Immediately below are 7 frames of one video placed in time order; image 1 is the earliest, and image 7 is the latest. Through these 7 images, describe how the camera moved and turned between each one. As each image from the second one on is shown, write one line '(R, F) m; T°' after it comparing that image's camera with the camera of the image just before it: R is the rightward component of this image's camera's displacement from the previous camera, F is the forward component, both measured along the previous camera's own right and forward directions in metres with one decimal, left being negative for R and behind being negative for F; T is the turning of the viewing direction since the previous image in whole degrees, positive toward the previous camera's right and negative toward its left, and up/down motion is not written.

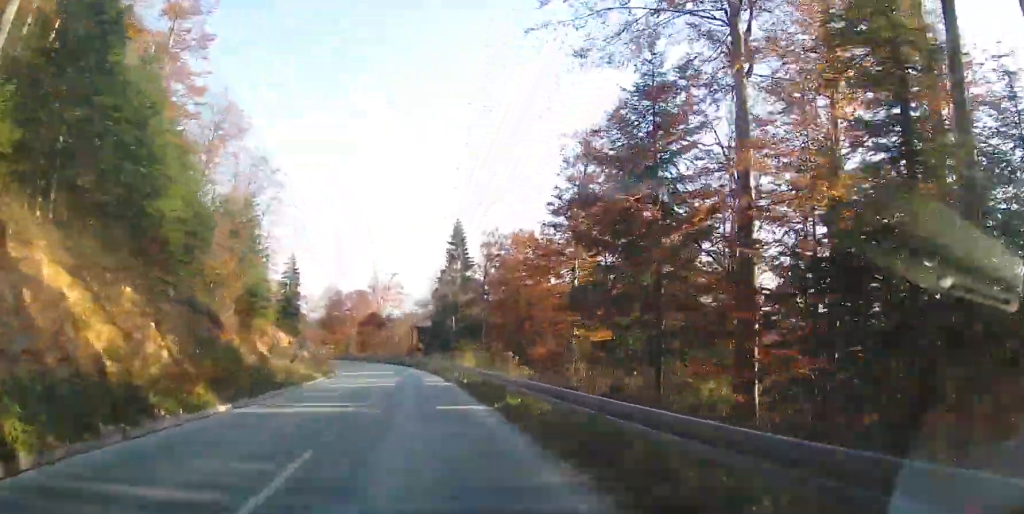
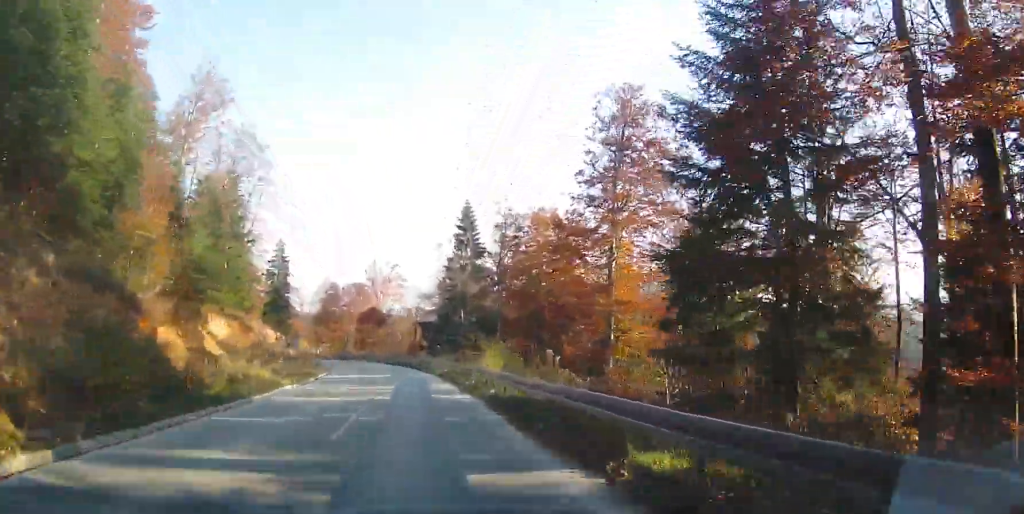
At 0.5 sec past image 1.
(+0.3, +9.2) m; 0°
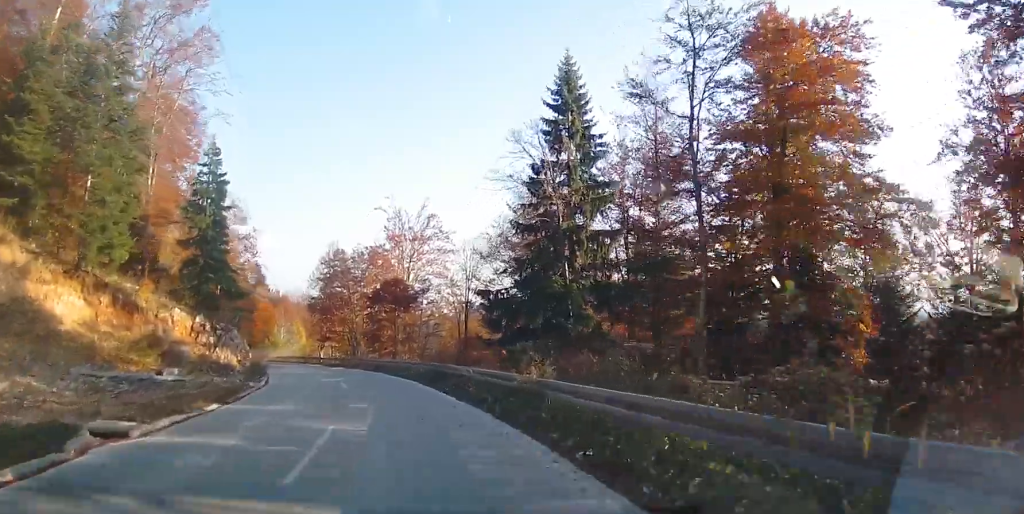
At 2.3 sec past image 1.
(-1.1, +35.1) m; -6°
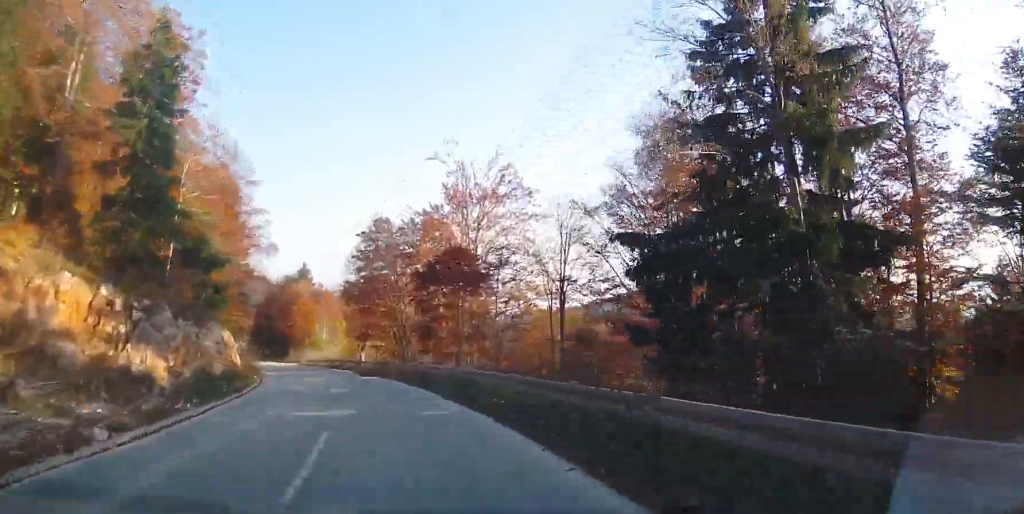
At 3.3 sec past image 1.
(-0.8, +16.9) m; -5°
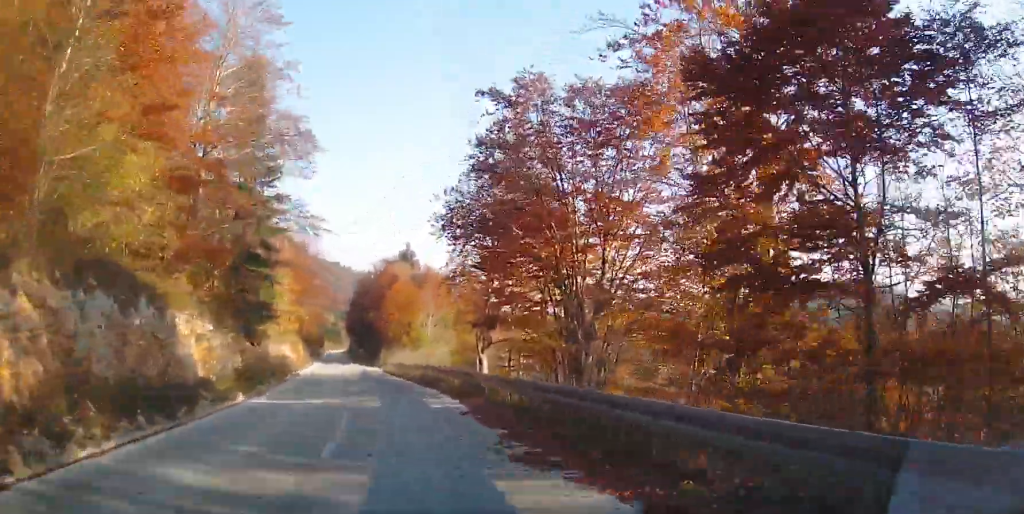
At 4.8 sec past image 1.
(-2.1, +28.0) m; -9°
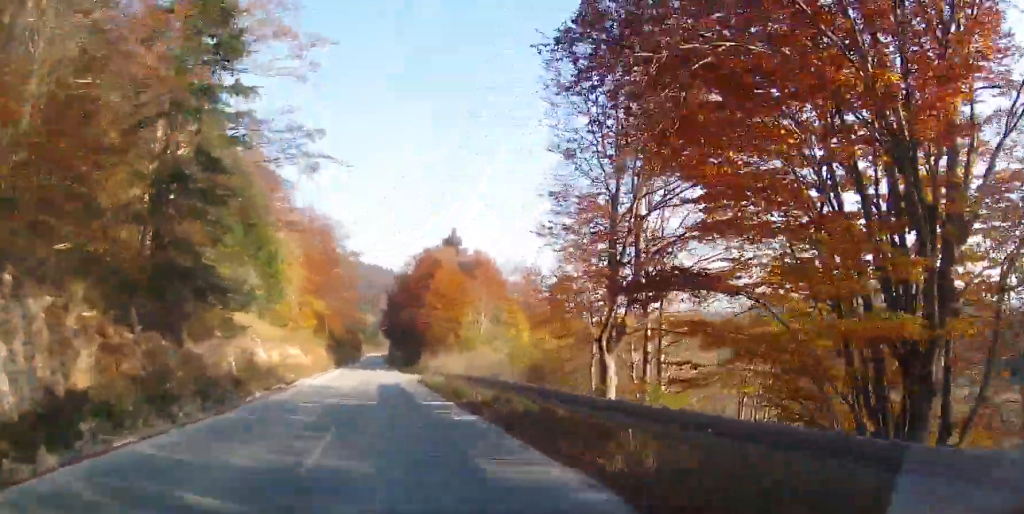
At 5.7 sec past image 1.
(-0.7, +15.5) m; -4°
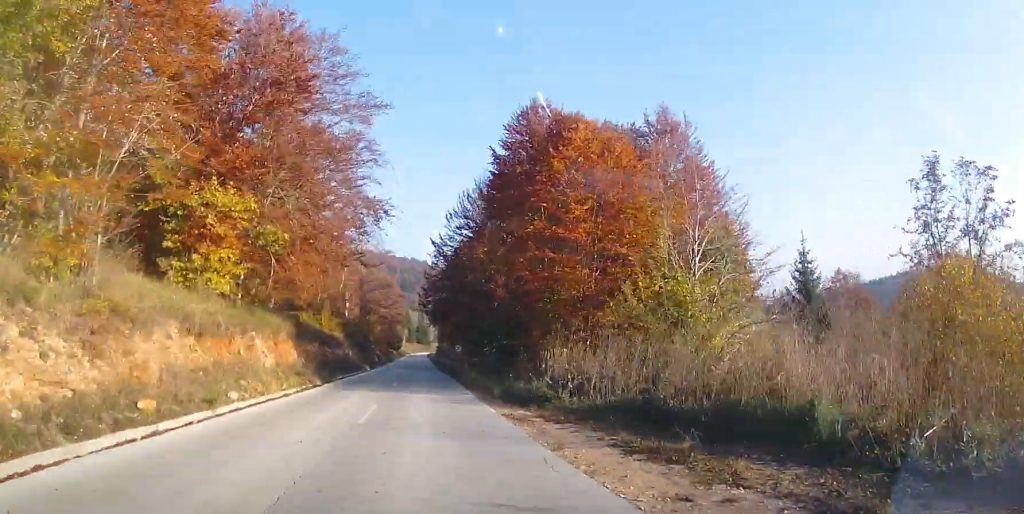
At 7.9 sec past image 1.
(-2.4, +39.7) m; -4°
